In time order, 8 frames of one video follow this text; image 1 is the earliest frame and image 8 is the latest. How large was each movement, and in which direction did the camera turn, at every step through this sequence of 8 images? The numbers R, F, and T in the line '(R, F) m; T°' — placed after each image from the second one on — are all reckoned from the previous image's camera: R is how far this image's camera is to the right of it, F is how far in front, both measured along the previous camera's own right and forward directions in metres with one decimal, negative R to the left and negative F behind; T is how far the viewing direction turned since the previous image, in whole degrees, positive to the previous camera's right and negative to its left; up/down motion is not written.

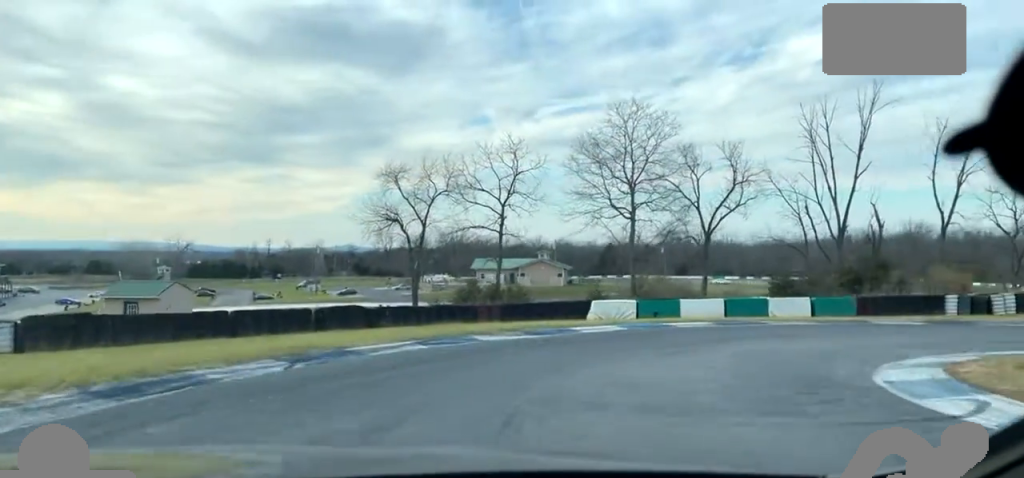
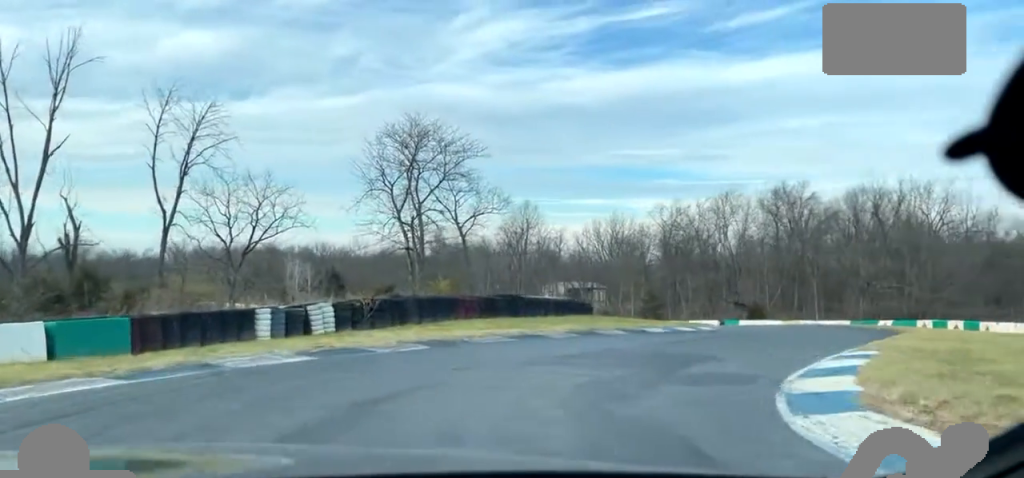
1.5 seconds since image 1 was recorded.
(+7.6, +19.7) m; +48°
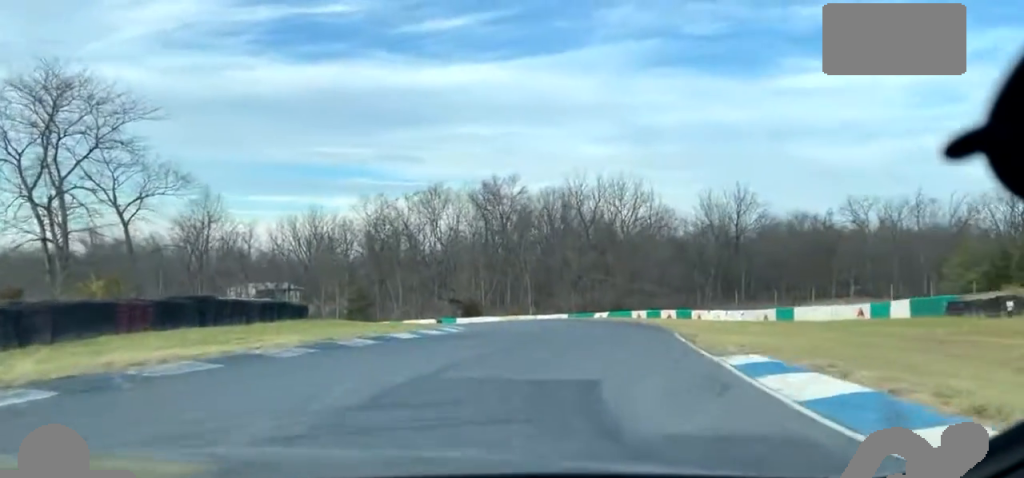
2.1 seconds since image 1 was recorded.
(+2.3, +9.1) m; +19°
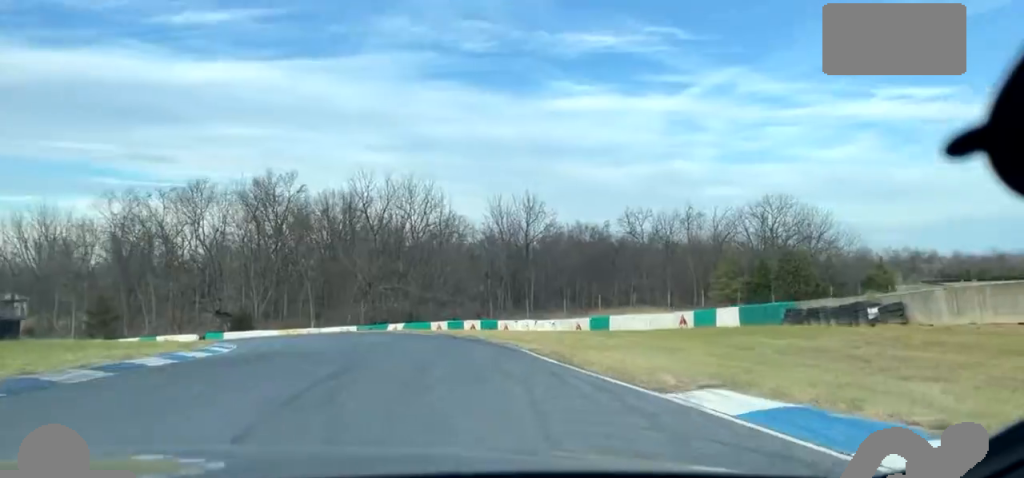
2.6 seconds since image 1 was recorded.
(-0.1, +7.0) m; +13°
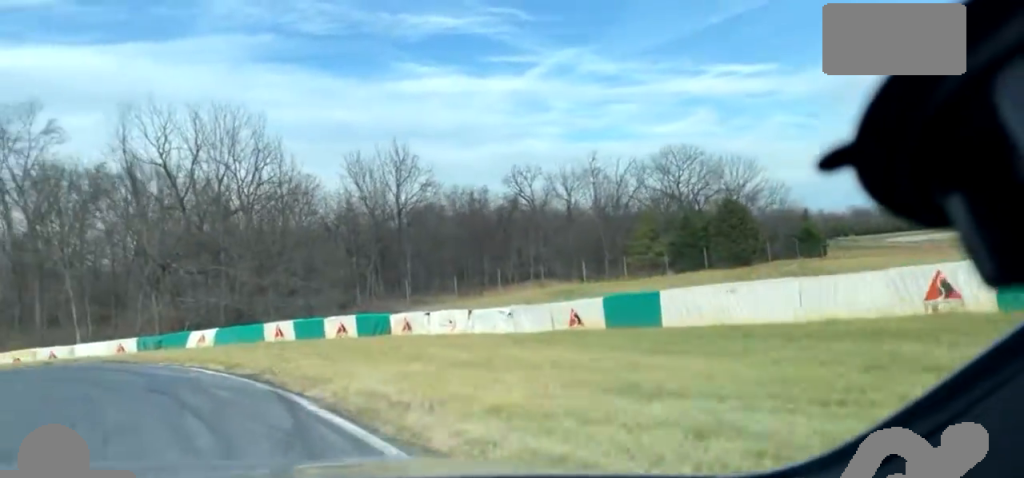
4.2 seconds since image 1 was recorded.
(+6.7, +28.5) m; -4°
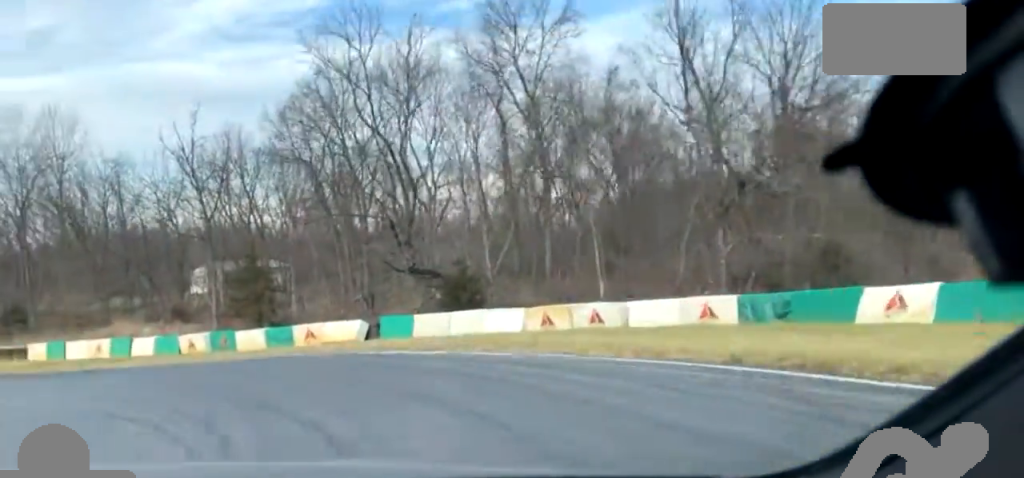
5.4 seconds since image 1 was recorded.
(-7.3, +21.4) m; -37°
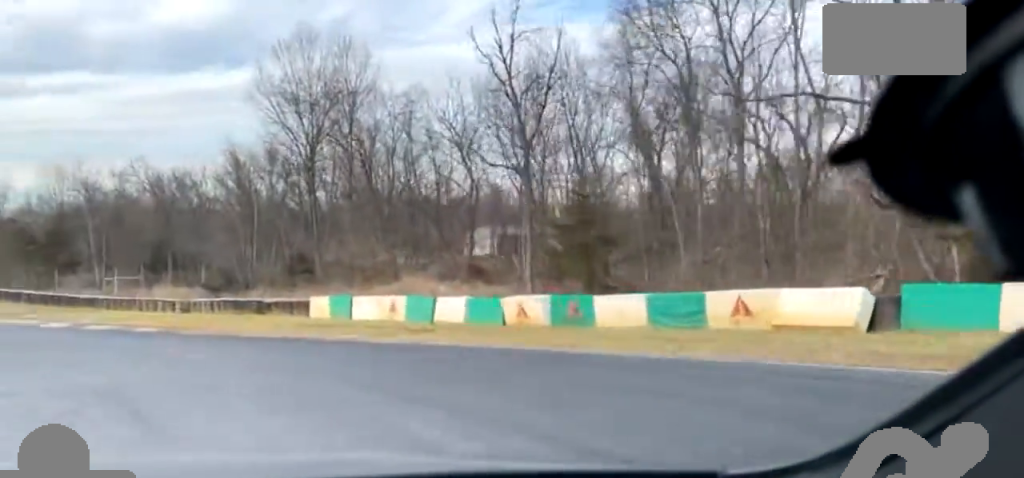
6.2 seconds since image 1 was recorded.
(-4.3, +19.1) m; -17°
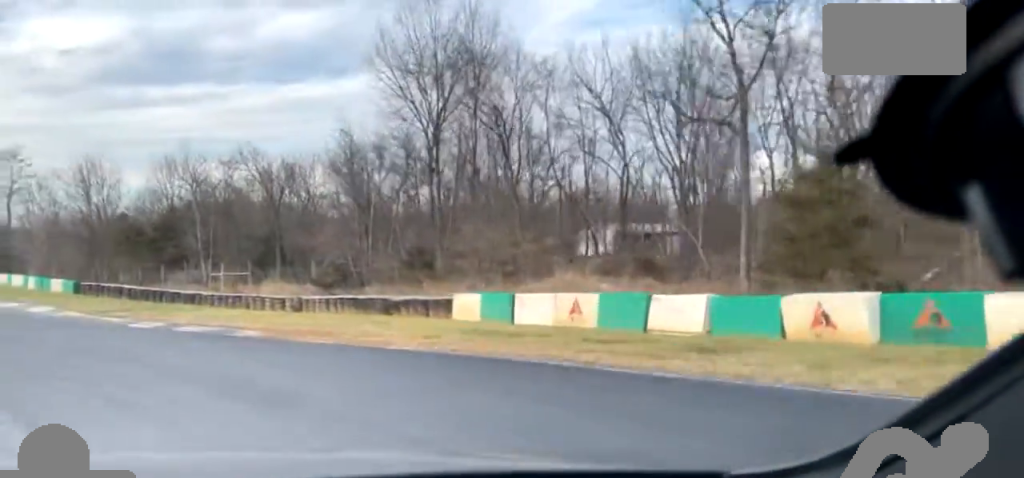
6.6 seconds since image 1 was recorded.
(-0.4, +10.7) m; -7°
